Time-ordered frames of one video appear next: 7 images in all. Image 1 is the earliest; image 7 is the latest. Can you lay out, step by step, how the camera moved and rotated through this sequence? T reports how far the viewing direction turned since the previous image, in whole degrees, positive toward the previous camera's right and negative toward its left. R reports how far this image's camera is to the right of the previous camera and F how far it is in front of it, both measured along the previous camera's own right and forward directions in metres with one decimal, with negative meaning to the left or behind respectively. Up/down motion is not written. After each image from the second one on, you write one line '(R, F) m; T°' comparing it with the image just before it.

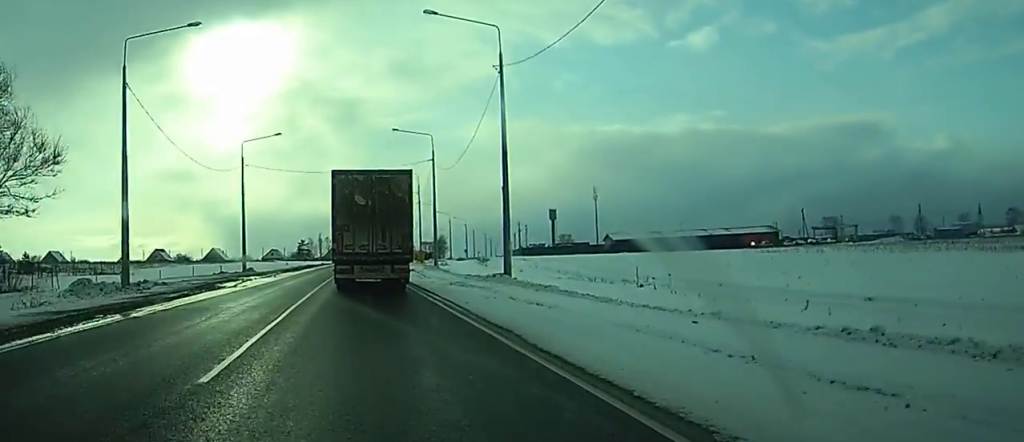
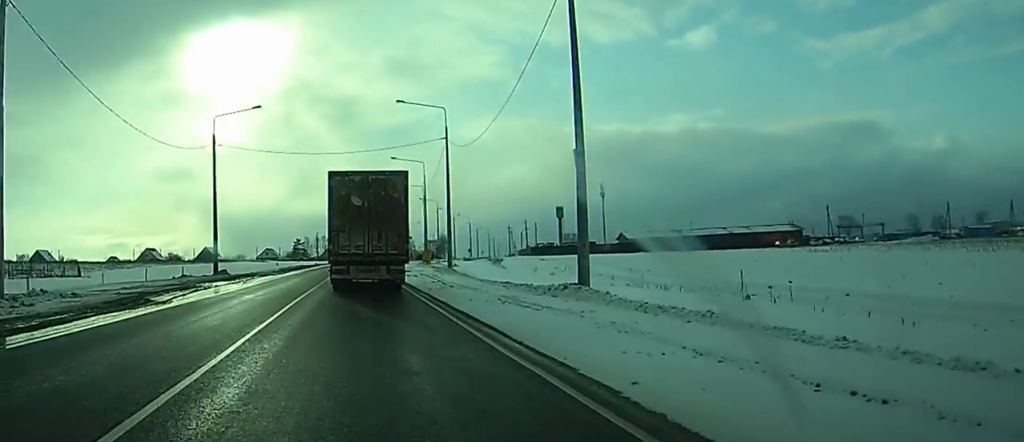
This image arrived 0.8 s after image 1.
(+0.1, +13.8) m; 0°
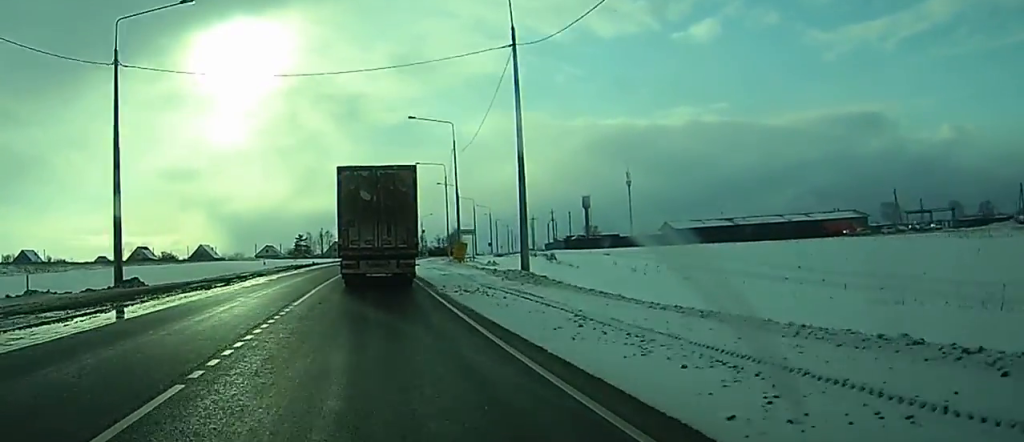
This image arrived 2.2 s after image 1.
(0.0, +26.6) m; 0°
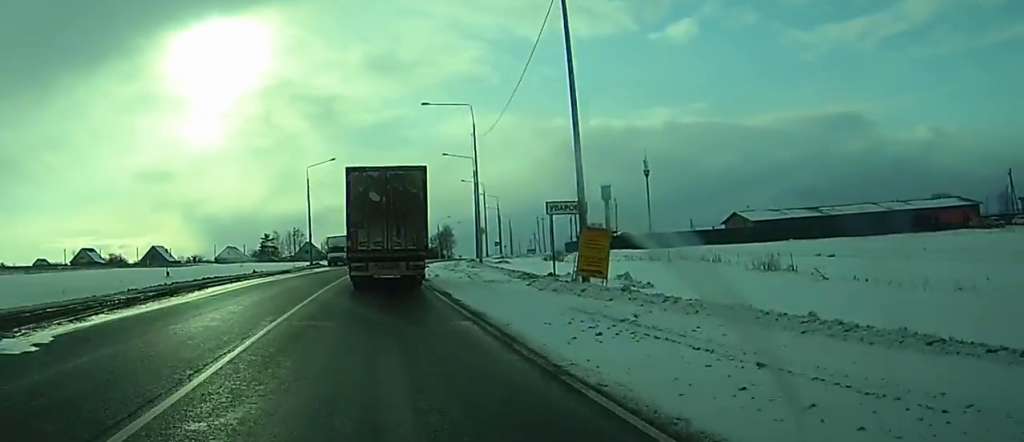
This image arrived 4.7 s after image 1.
(0.0, +44.8) m; 0°
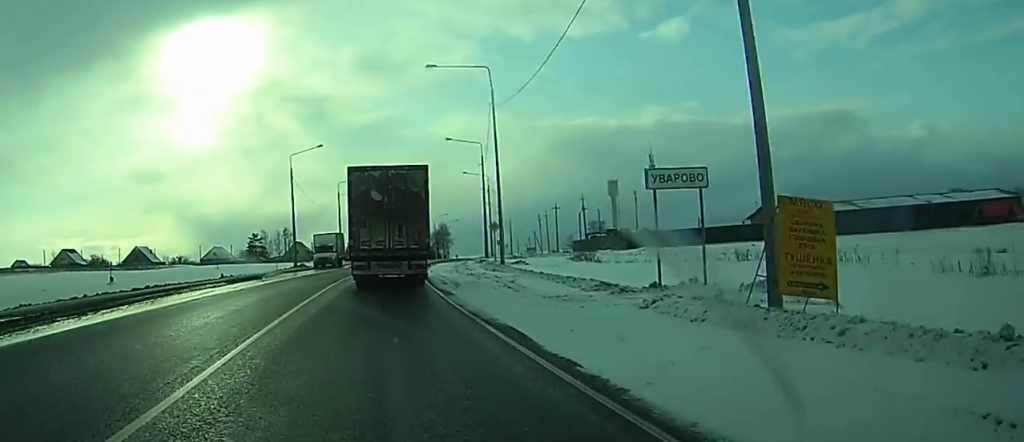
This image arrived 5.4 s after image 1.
(0.0, +13.1) m; 0°
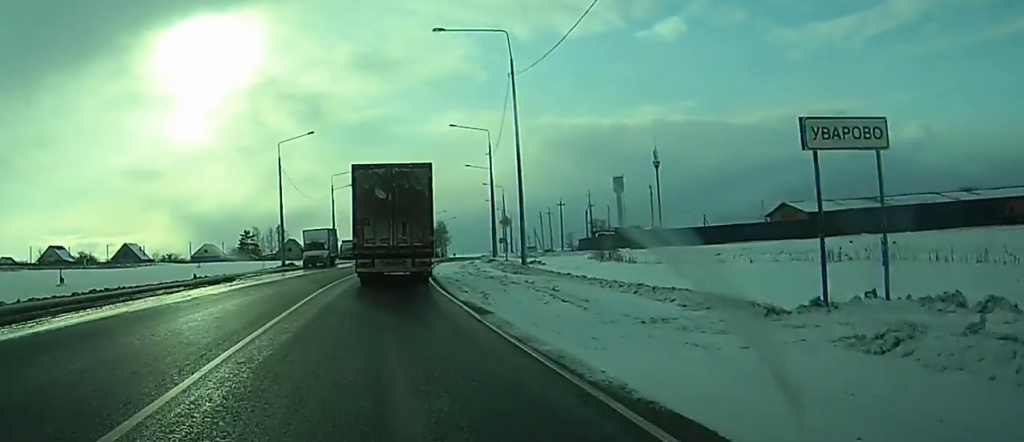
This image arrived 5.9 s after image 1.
(+0.1, +8.2) m; 0°
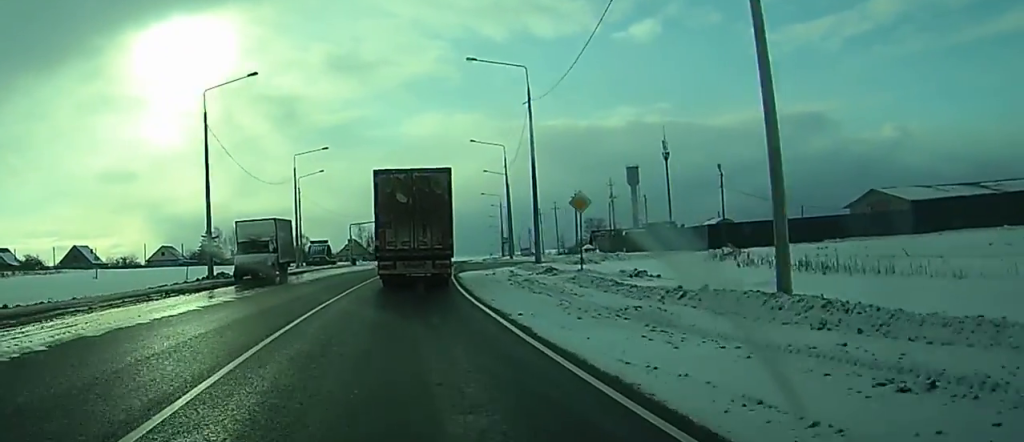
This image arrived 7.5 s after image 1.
(+0.3, +28.3) m; +1°
